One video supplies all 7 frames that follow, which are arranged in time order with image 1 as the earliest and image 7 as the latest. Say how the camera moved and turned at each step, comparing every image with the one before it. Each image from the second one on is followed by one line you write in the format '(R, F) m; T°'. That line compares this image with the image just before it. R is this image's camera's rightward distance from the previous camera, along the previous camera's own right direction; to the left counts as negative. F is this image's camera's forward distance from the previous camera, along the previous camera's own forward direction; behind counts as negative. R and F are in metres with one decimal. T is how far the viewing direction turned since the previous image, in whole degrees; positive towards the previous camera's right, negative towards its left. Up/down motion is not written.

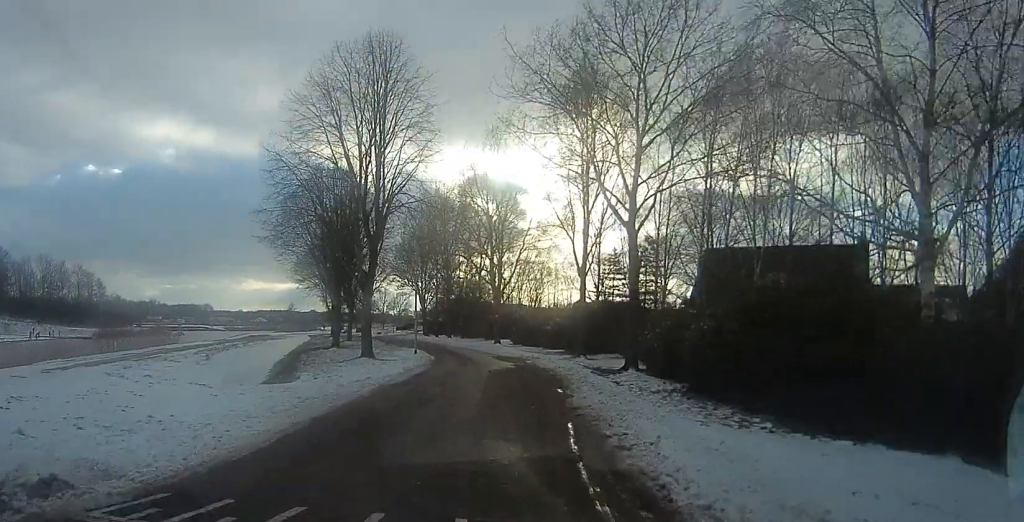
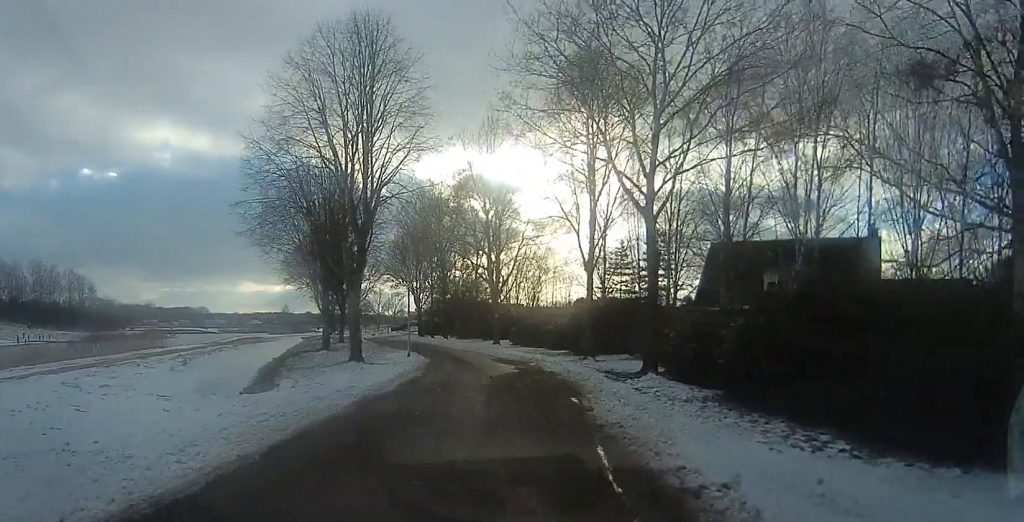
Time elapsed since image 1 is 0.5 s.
(0.0, +2.3) m; +1°
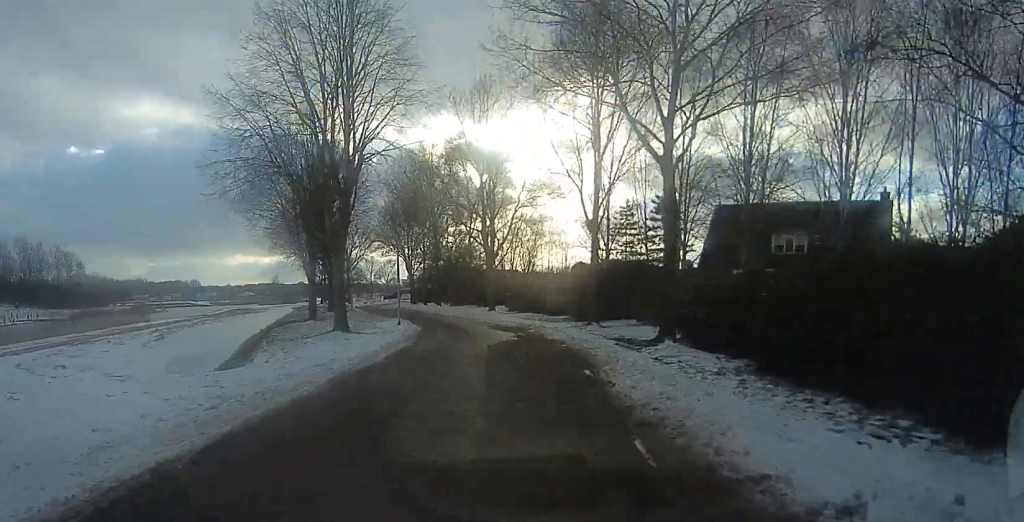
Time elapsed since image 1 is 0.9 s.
(0.0, +1.9) m; +1°
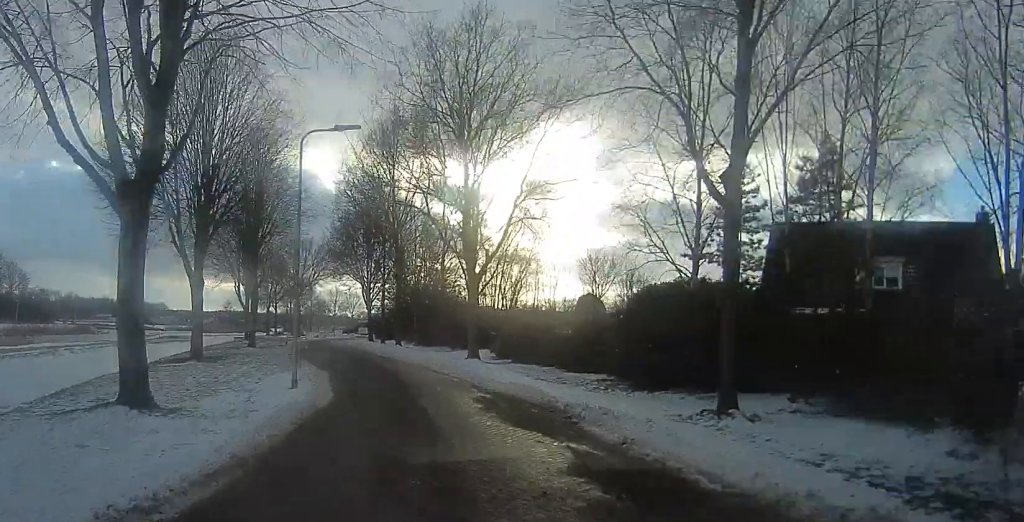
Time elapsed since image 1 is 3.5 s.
(-0.3, +13.8) m; -2°
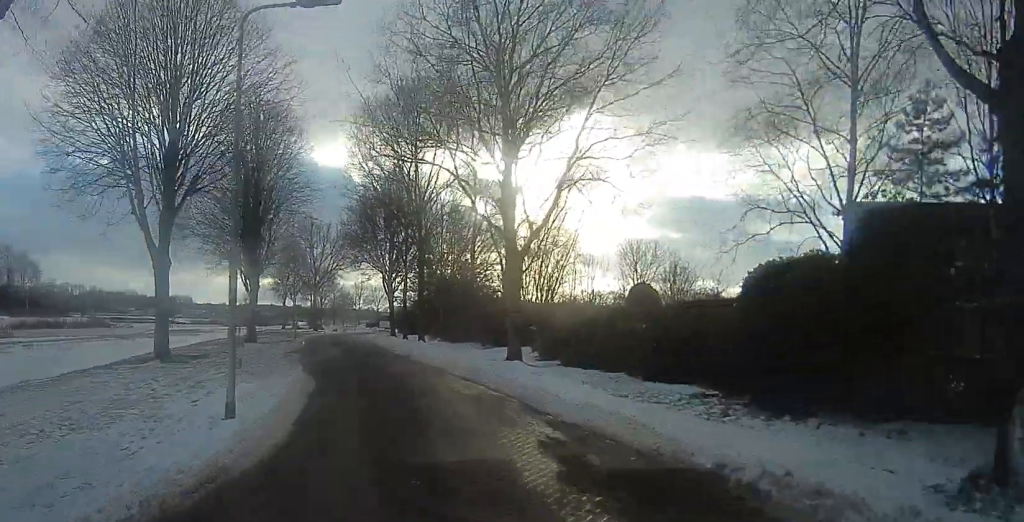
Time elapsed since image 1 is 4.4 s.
(0.0, +5.2) m; 0°
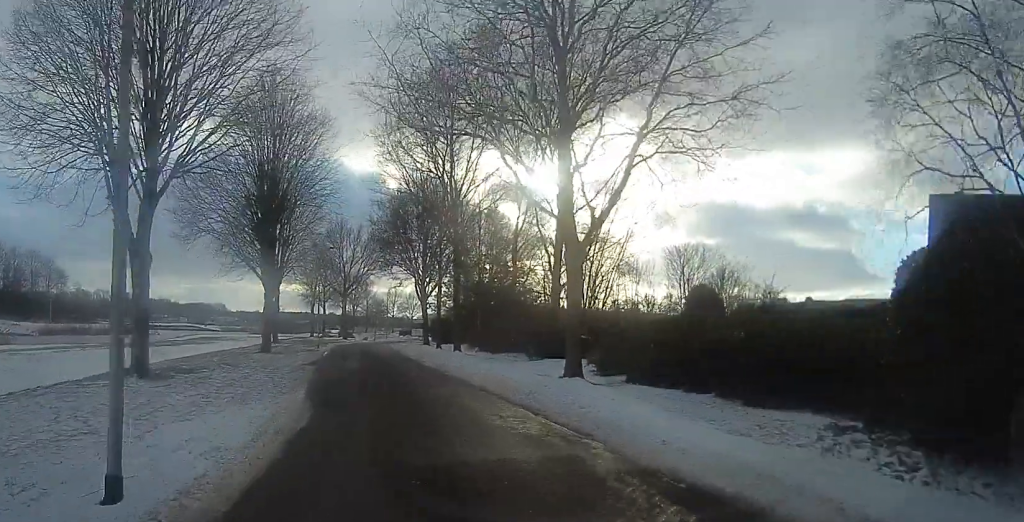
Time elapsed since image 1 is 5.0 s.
(0.0, +3.6) m; 0°
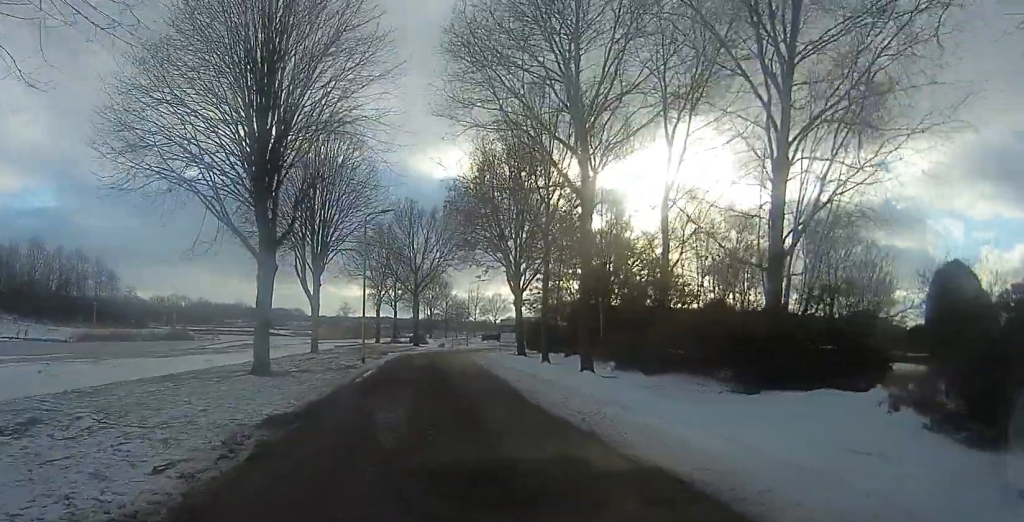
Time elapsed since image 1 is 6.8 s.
(-1.3, +12.2) m; -12°
